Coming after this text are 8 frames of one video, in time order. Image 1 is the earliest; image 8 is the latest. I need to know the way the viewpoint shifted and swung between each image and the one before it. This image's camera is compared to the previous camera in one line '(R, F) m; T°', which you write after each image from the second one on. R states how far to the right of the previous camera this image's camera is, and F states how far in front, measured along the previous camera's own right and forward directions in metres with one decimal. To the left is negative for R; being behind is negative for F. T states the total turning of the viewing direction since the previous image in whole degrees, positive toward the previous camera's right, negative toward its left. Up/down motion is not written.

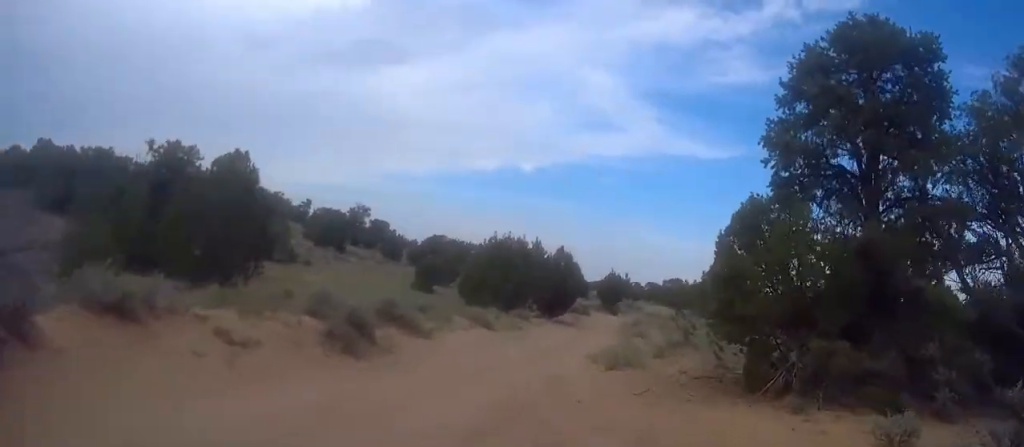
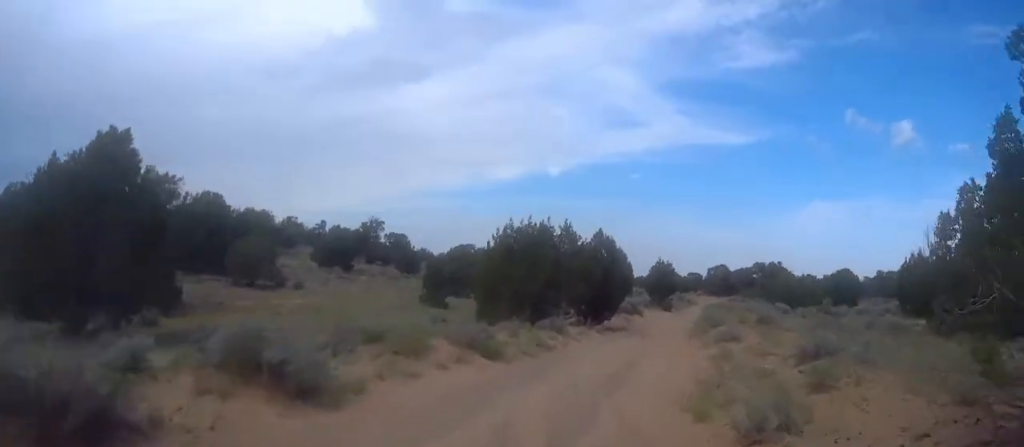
(+0.1, +11.4) m; +2°
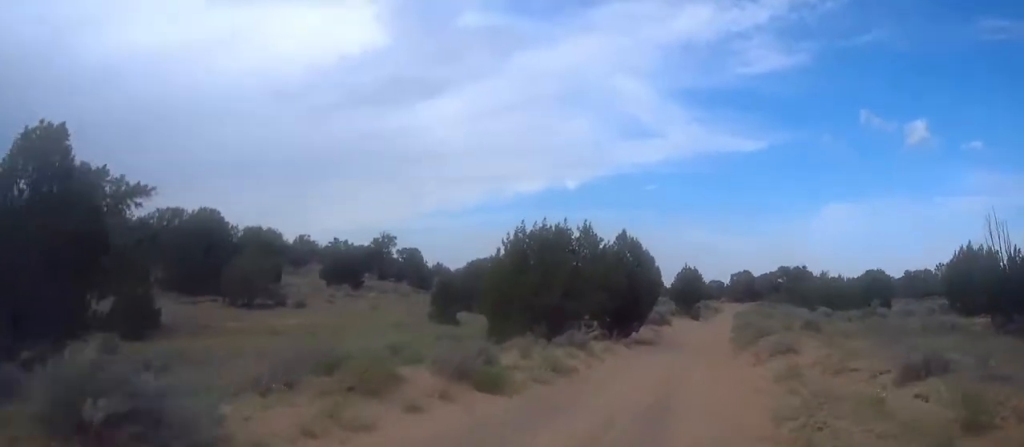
(0.0, +3.4) m; +1°
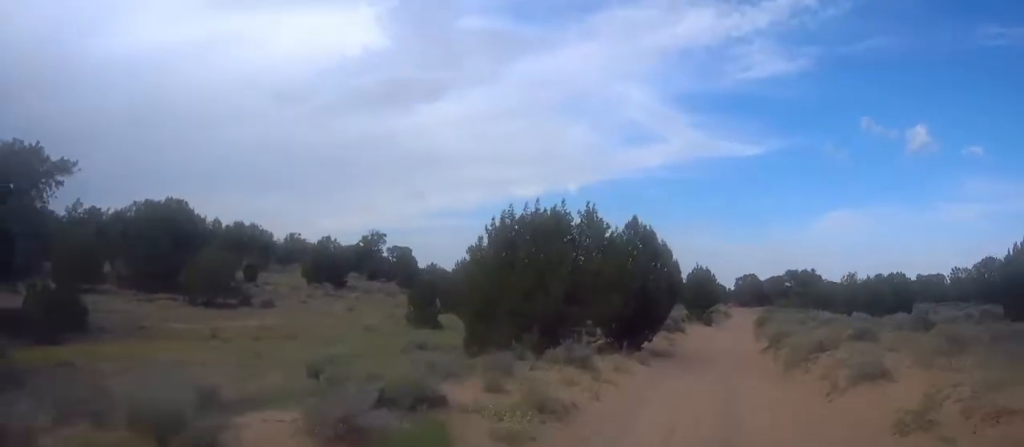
(0.0, +4.8) m; +1°
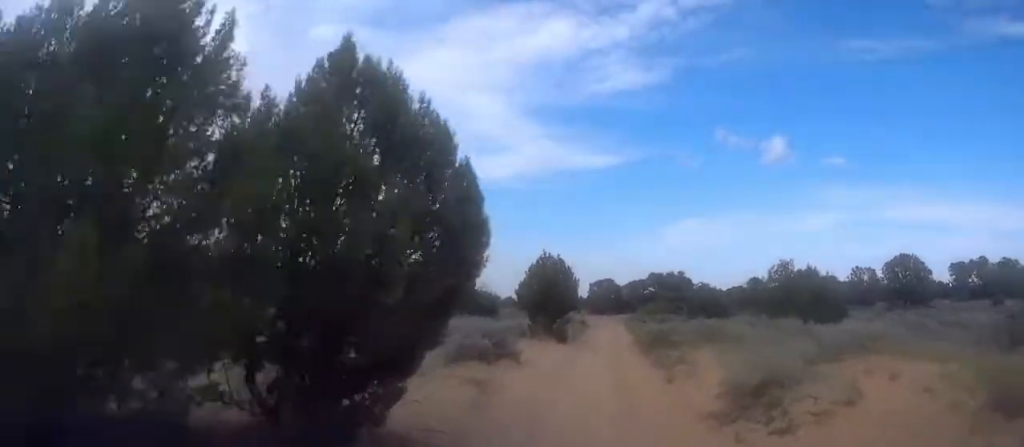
(+0.4, +16.4) m; +2°
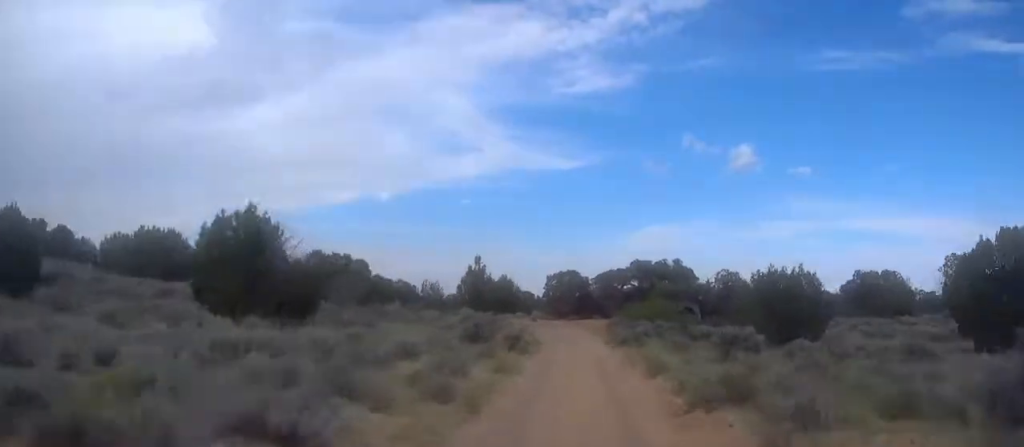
(+1.1, +32.1) m; +4°
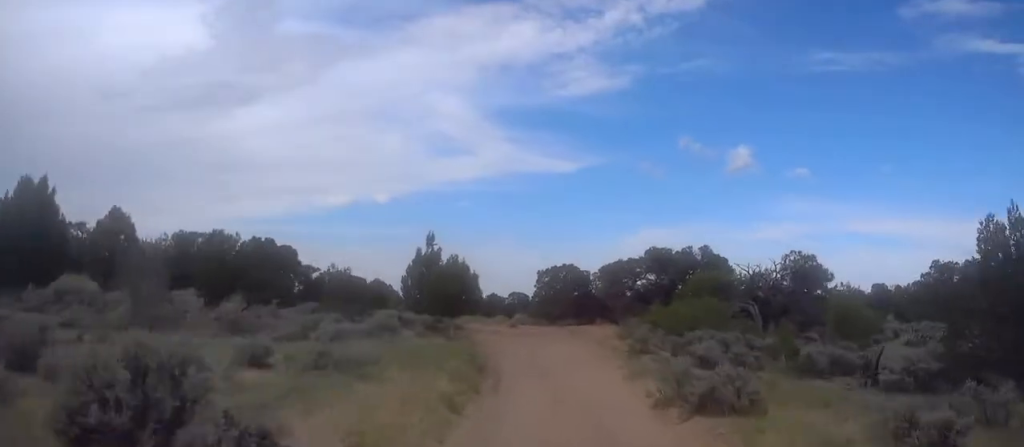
(+0.3, +18.2) m; 0°
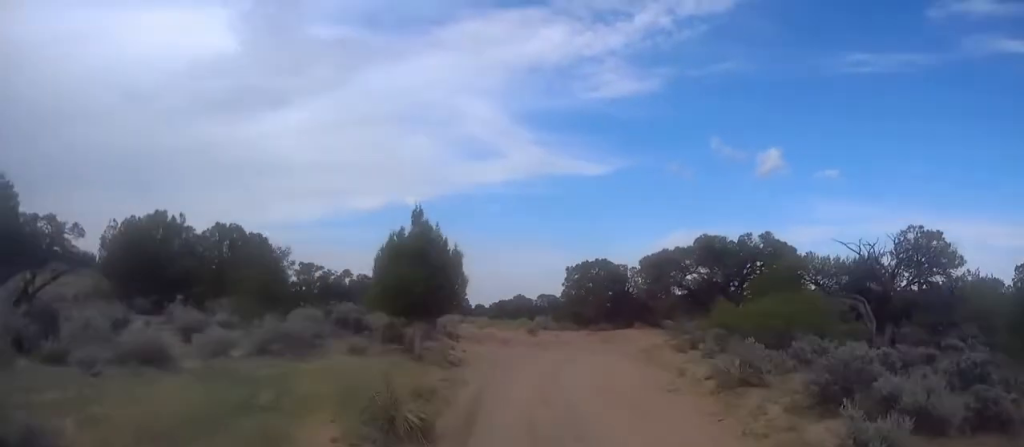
(-0.1, +10.5) m; -1°
